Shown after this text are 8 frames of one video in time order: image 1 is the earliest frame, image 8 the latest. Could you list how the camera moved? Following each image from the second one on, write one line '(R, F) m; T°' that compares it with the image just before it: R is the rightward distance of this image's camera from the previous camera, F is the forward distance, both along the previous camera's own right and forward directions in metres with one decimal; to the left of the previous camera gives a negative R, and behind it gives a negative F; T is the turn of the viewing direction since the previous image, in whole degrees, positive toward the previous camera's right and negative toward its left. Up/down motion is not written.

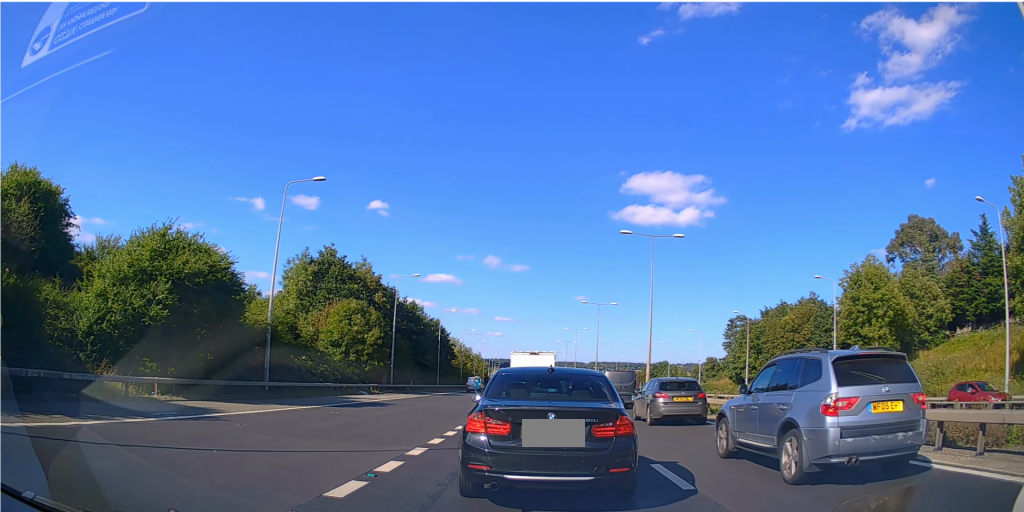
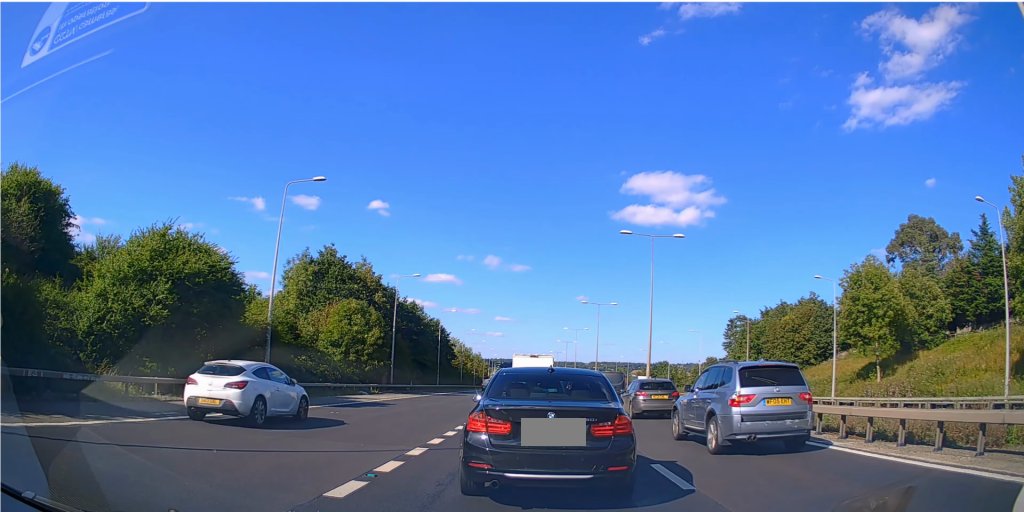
(0.0, 0.0) m; 0°
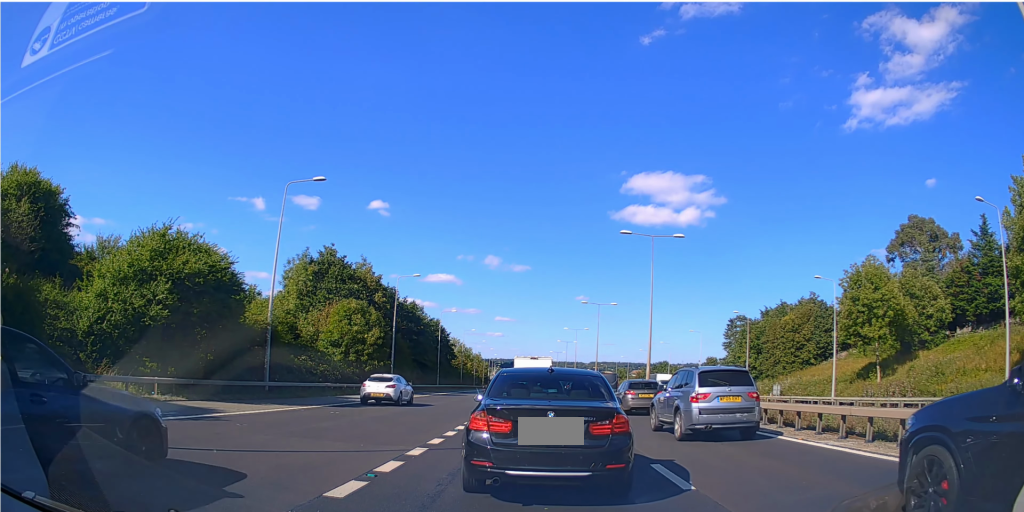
(0.0, 0.0) m; 0°
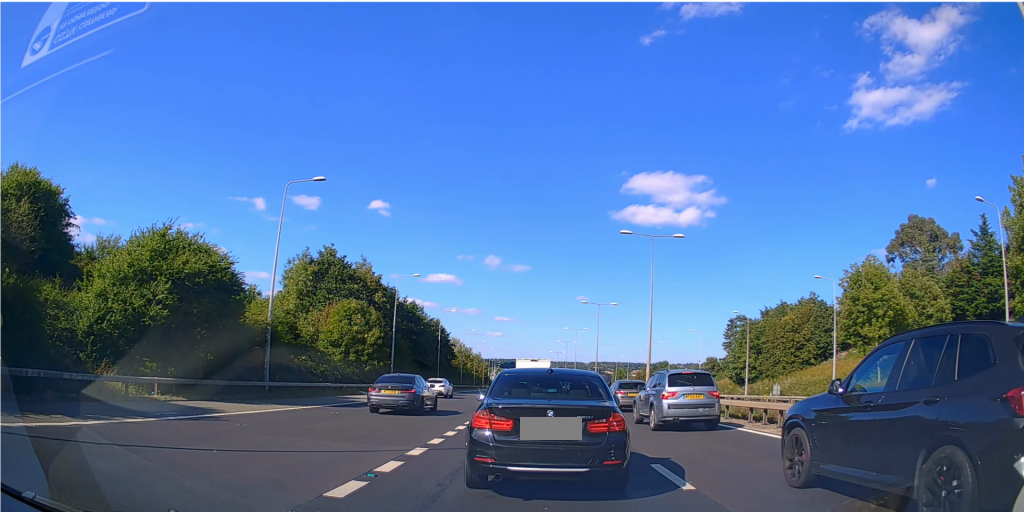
(0.0, 0.0) m; 0°
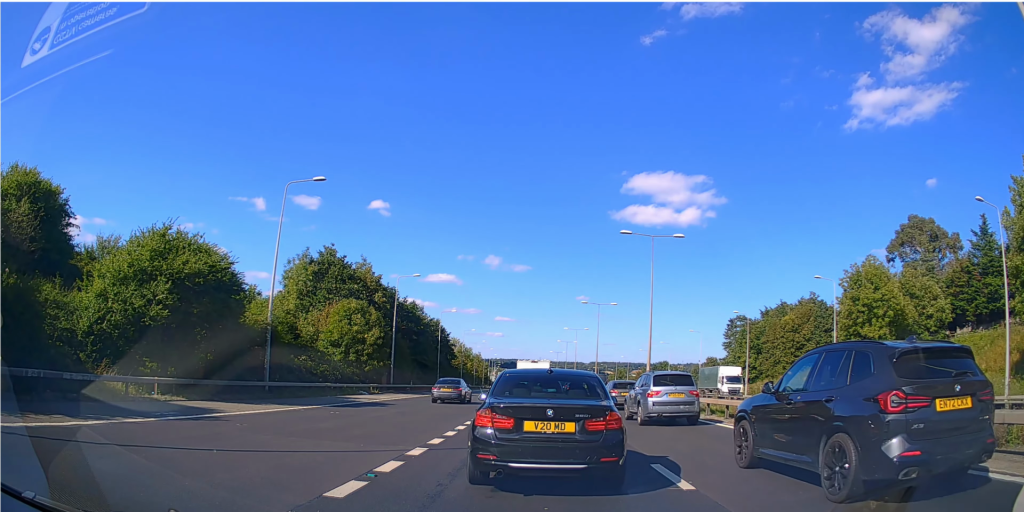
(0.0, 0.0) m; 0°
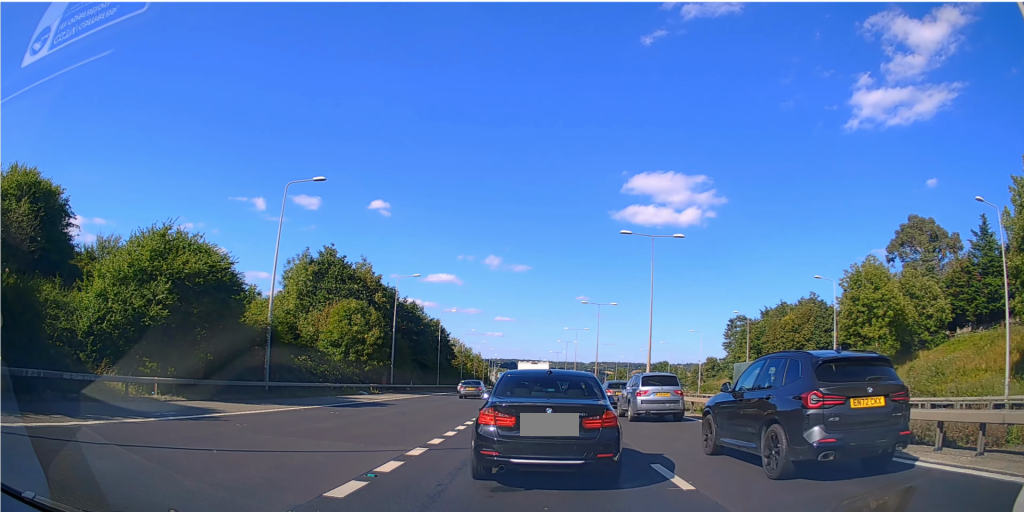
(0.0, 0.0) m; 0°
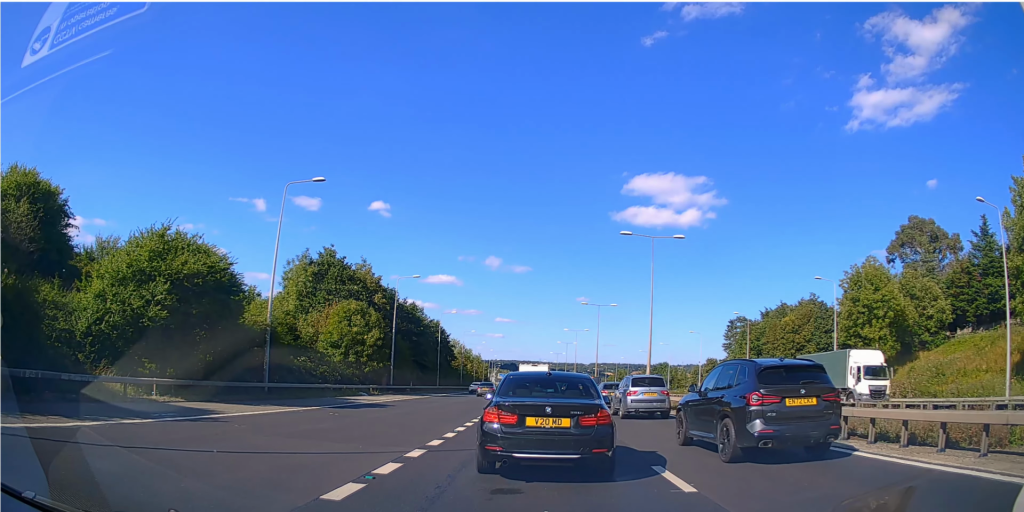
(0.0, 0.0) m; 0°
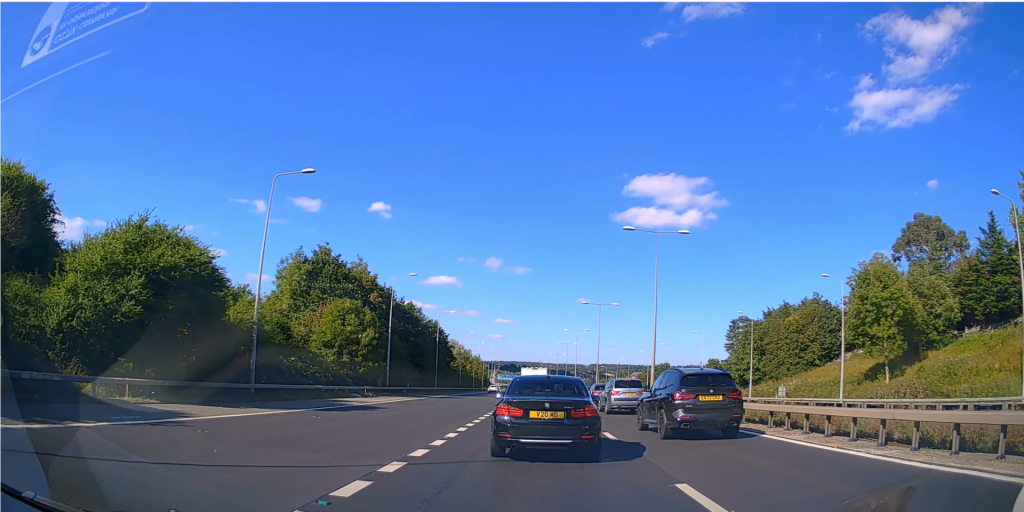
(+0.1, +0.3) m; 0°
